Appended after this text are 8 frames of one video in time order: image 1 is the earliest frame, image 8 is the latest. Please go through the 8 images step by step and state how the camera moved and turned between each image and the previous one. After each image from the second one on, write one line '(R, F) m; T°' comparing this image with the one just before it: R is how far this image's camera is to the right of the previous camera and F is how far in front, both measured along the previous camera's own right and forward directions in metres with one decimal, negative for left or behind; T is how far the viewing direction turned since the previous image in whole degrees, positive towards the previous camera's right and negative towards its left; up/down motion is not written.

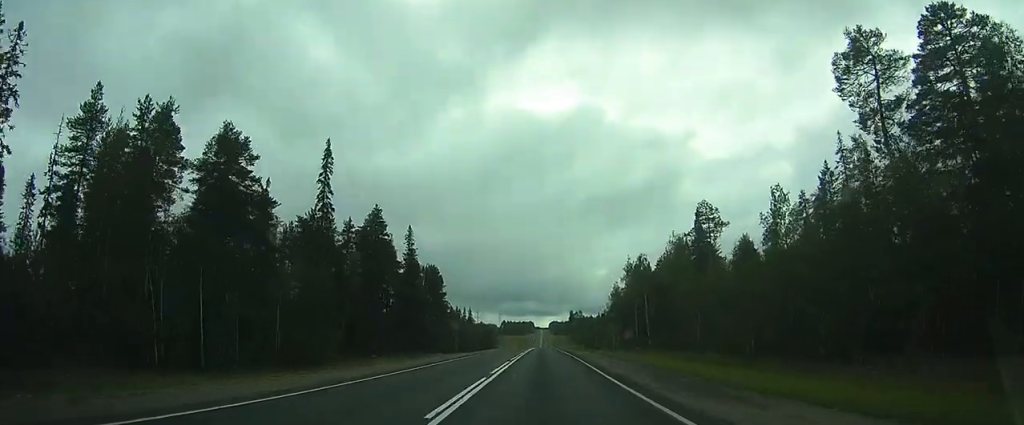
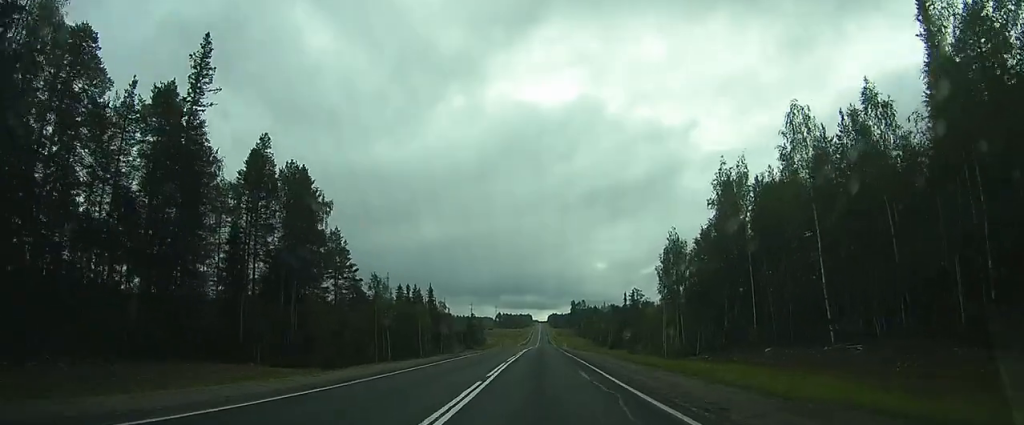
(+0.1, +61.2) m; 0°
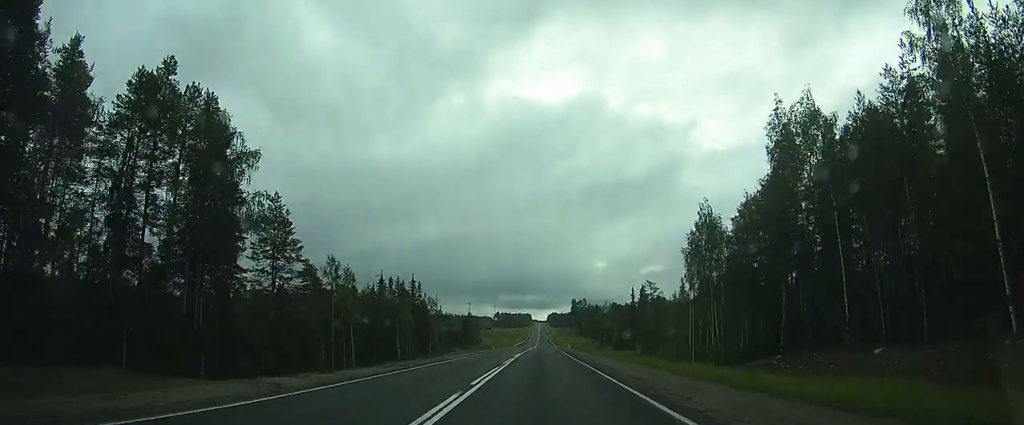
(0.0, +15.2) m; 0°
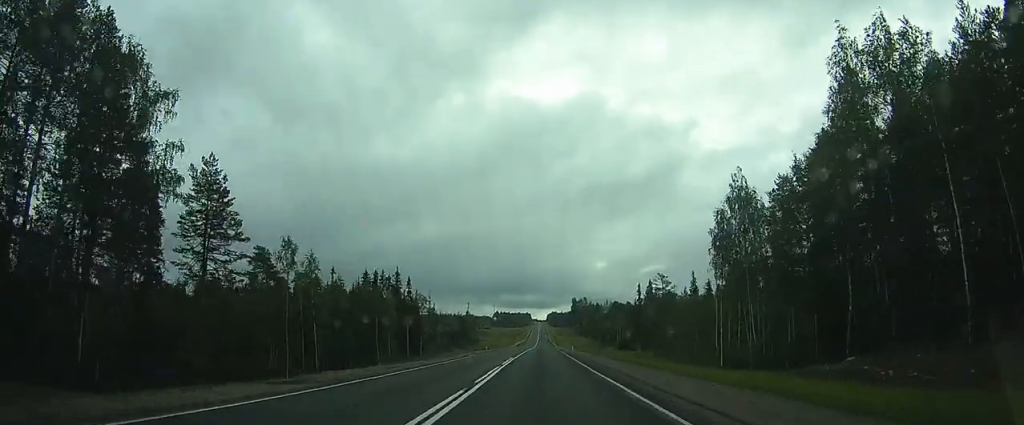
(0.0, +10.6) m; 0°
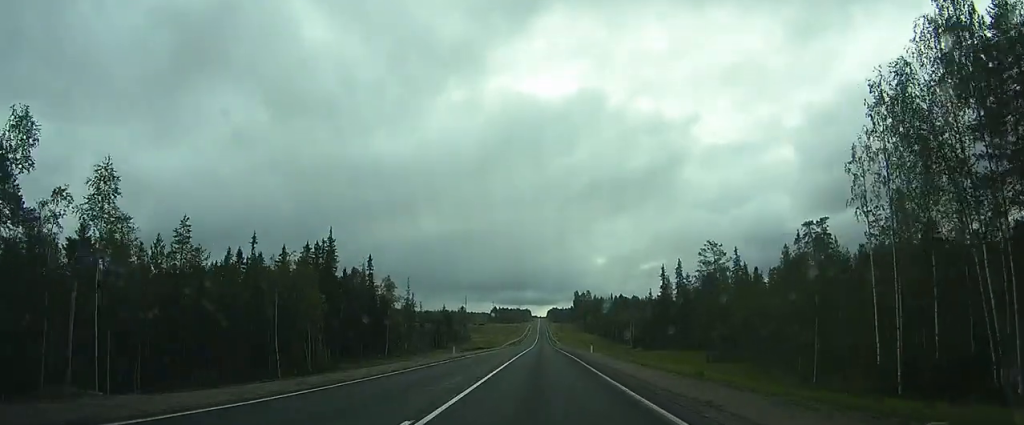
(0.0, +28.5) m; 0°
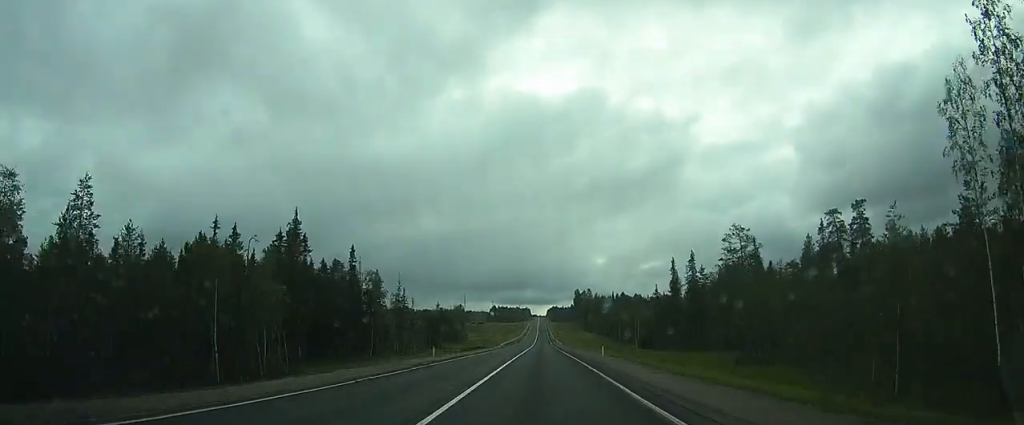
(0.0, +9.0) m; 0°
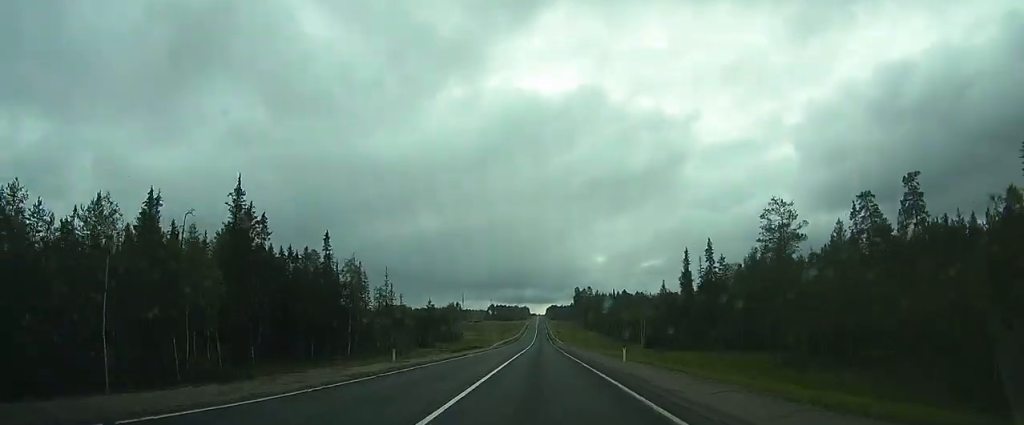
(0.0, +10.4) m; 0°
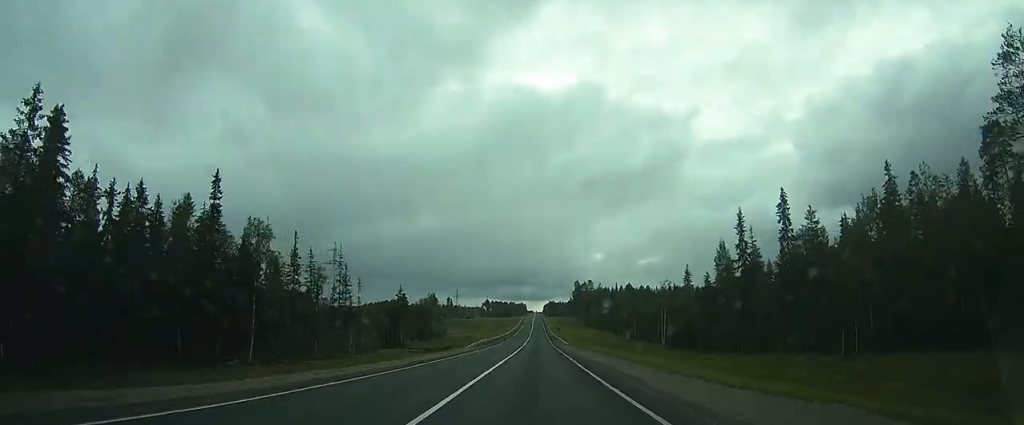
(+0.3, +27.3) m; +1°
